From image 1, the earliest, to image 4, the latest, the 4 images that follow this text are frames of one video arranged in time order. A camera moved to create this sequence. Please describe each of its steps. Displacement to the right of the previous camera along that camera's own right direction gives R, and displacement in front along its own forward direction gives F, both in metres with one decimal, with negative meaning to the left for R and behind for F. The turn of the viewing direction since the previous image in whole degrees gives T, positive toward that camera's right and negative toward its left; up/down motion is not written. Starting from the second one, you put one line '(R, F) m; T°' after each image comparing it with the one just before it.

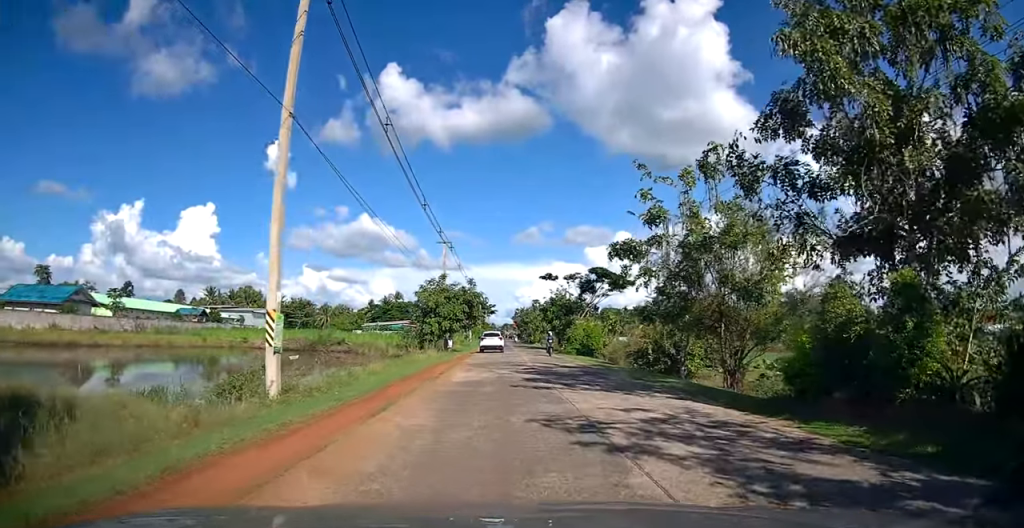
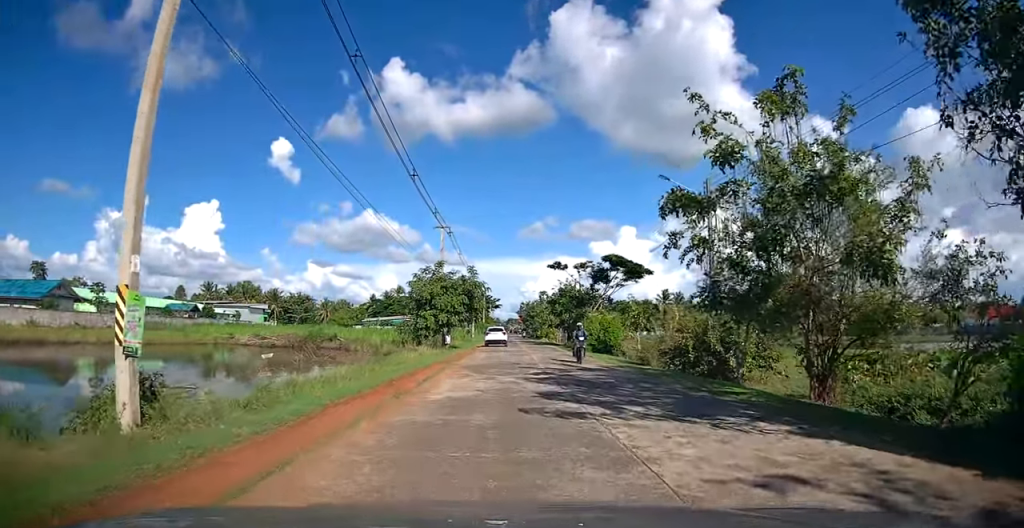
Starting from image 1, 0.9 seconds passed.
(-0.1, +5.2) m; -2°
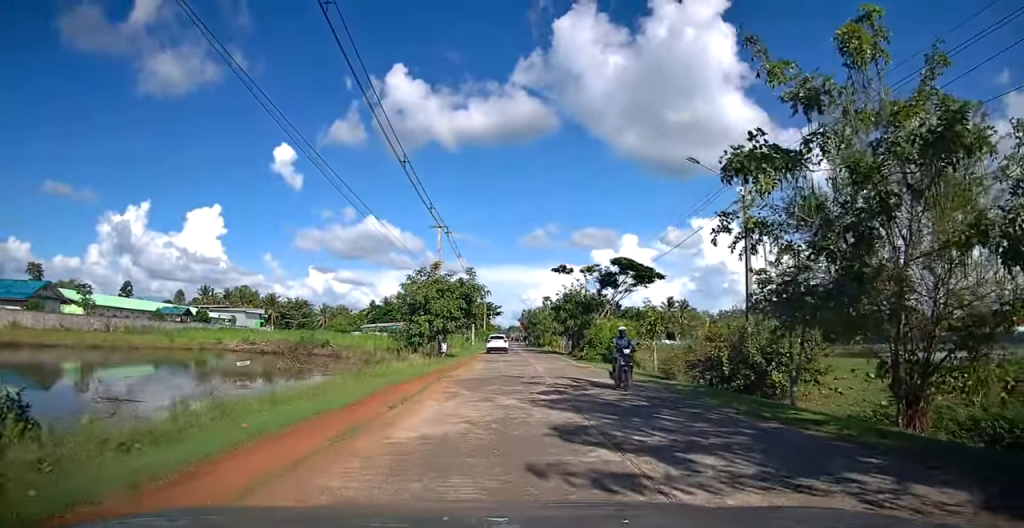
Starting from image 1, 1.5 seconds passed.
(0.0, +3.3) m; -1°
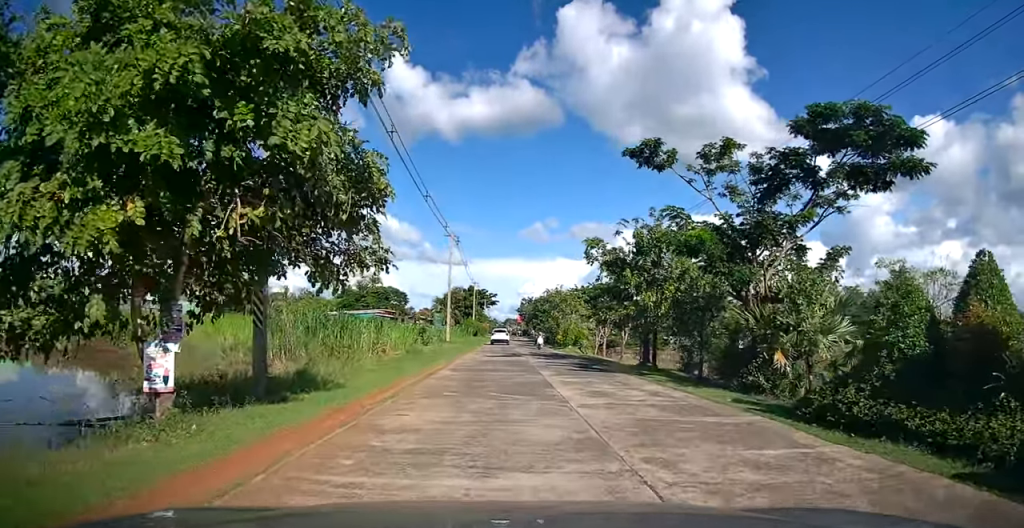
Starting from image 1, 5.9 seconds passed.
(0.0, +32.8) m; -1°
